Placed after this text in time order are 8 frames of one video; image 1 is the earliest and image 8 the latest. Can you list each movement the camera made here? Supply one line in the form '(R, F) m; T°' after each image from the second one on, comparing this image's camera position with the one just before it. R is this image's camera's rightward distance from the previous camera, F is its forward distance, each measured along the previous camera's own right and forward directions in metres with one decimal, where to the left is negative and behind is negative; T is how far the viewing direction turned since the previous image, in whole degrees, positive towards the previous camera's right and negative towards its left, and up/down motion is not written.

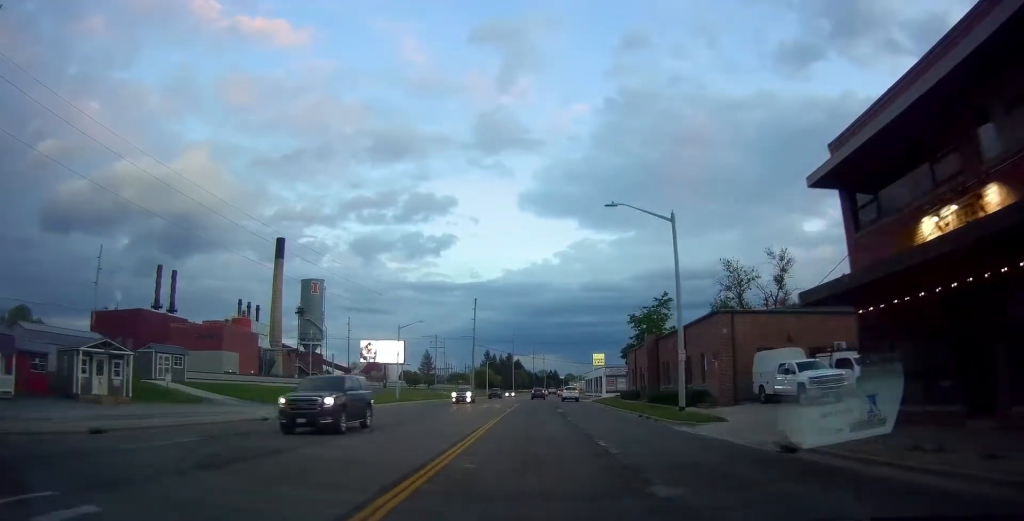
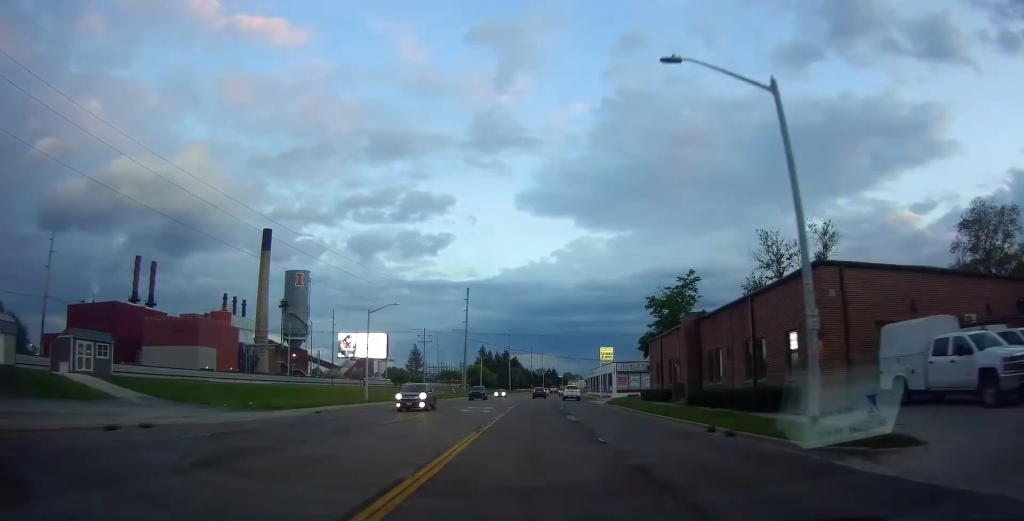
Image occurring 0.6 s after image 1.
(-0.5, +10.6) m; 0°
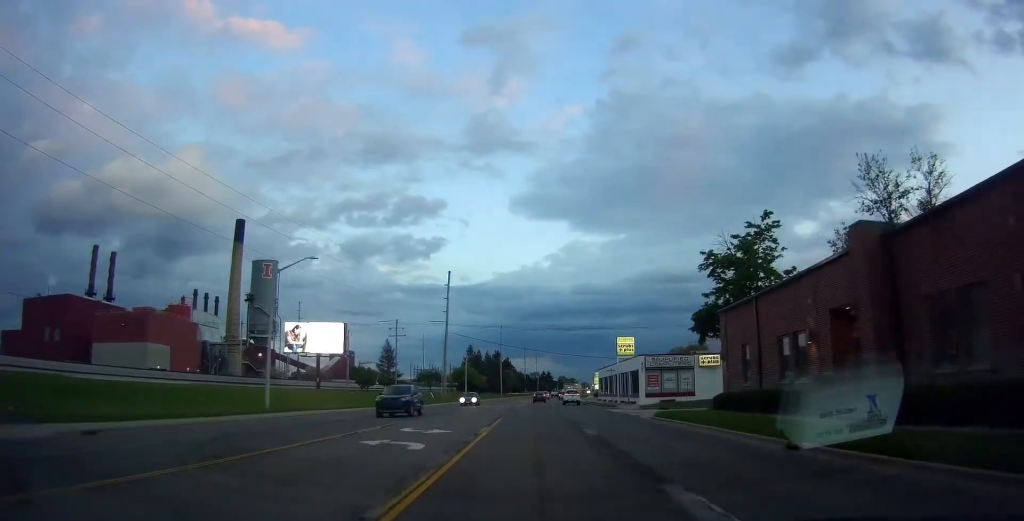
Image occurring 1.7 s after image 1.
(+0.9, +20.3) m; +3°
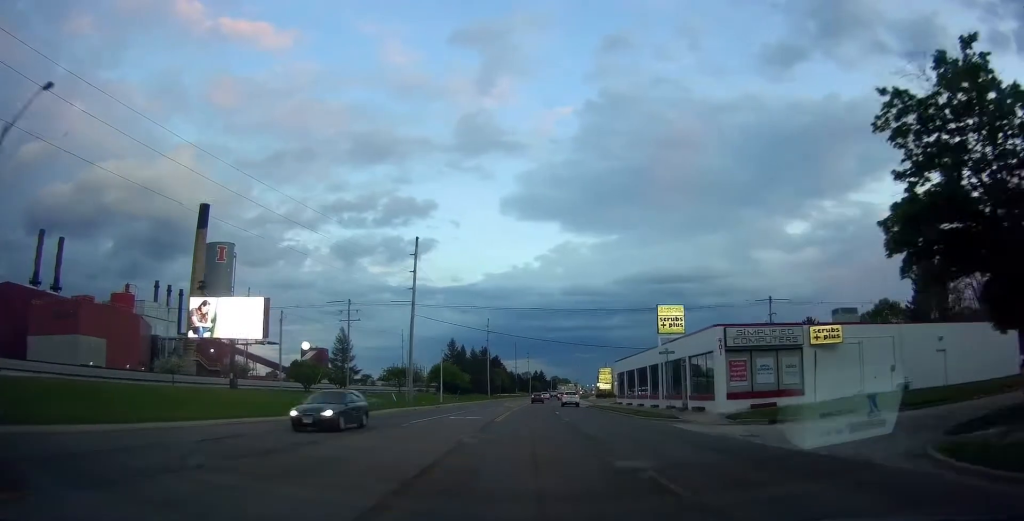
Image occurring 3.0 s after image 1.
(0.0, +22.0) m; 0°
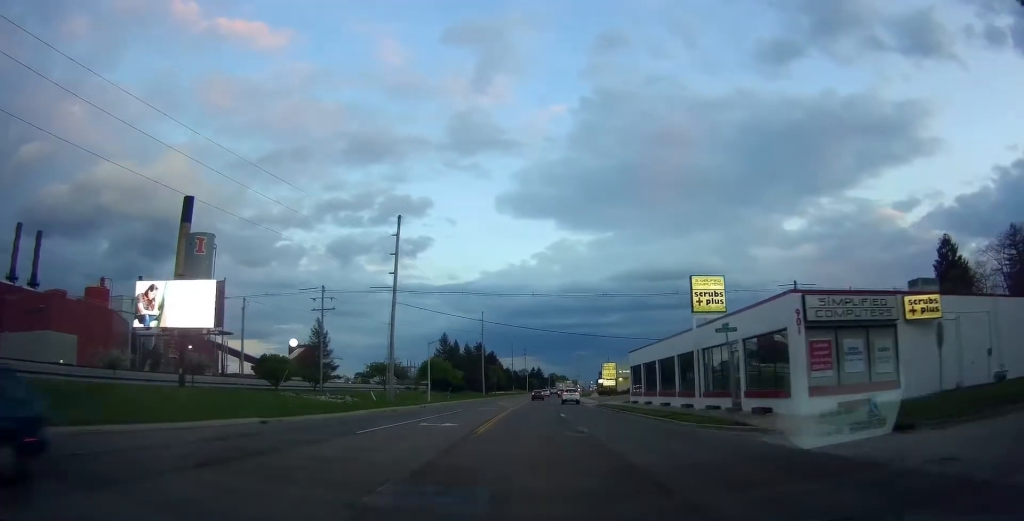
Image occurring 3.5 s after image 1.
(0.0, +9.5) m; 0°
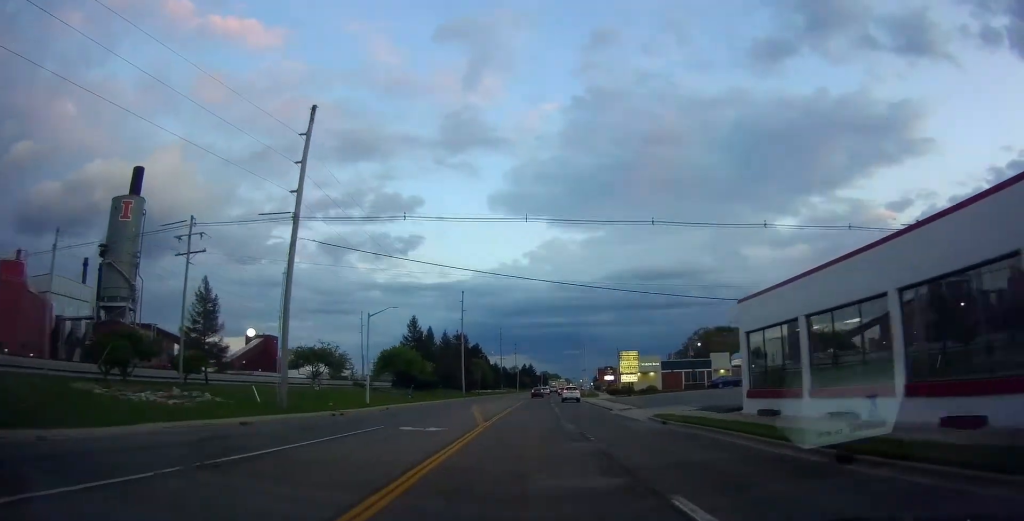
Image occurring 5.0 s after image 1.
(0.0, +27.3) m; +1°
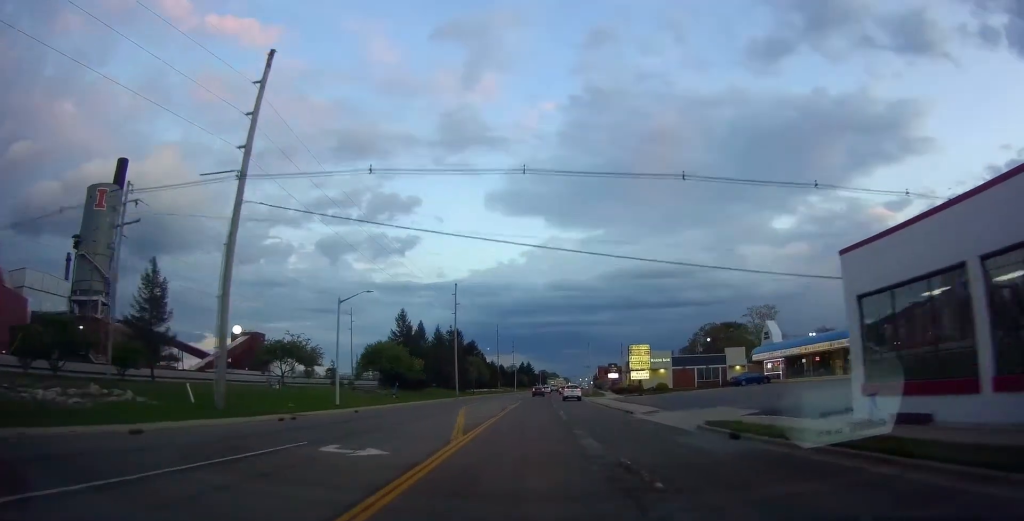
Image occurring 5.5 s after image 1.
(-0.2, +8.3) m; +1°
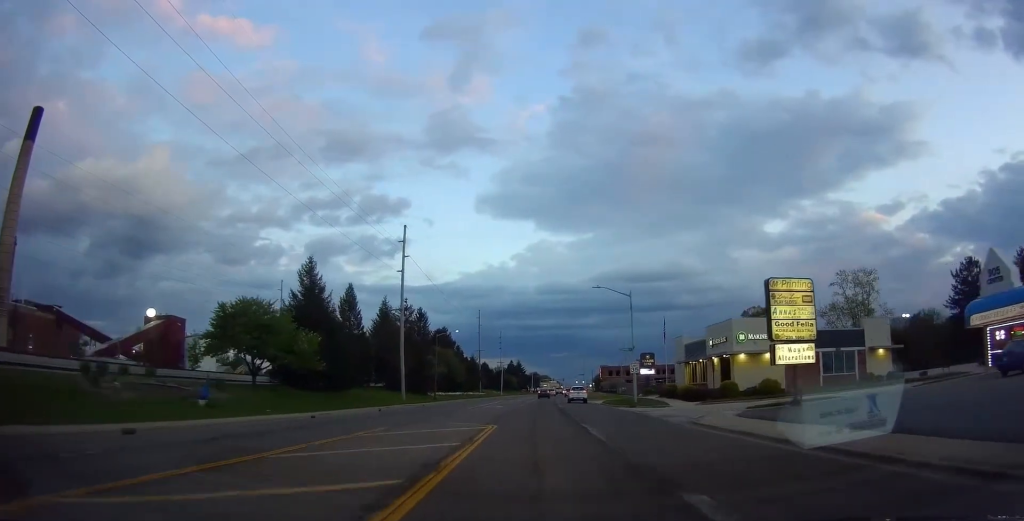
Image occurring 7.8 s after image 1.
(0.0, +40.2) m; -2°
